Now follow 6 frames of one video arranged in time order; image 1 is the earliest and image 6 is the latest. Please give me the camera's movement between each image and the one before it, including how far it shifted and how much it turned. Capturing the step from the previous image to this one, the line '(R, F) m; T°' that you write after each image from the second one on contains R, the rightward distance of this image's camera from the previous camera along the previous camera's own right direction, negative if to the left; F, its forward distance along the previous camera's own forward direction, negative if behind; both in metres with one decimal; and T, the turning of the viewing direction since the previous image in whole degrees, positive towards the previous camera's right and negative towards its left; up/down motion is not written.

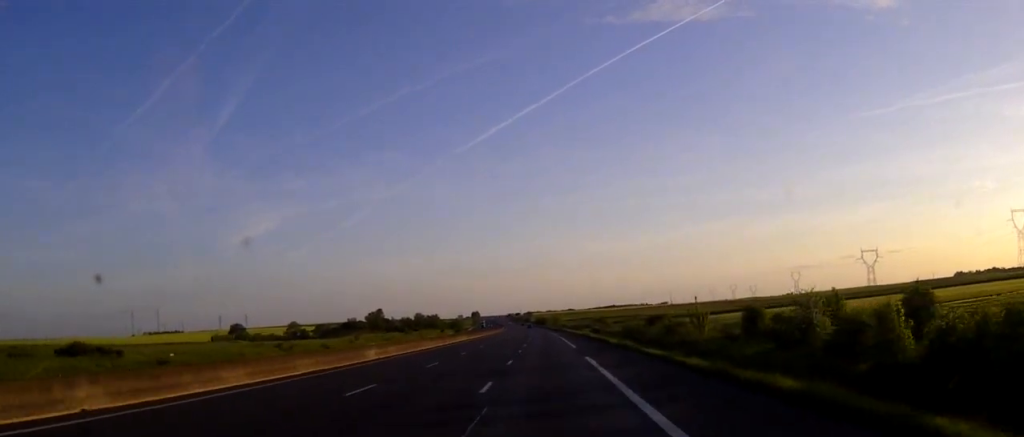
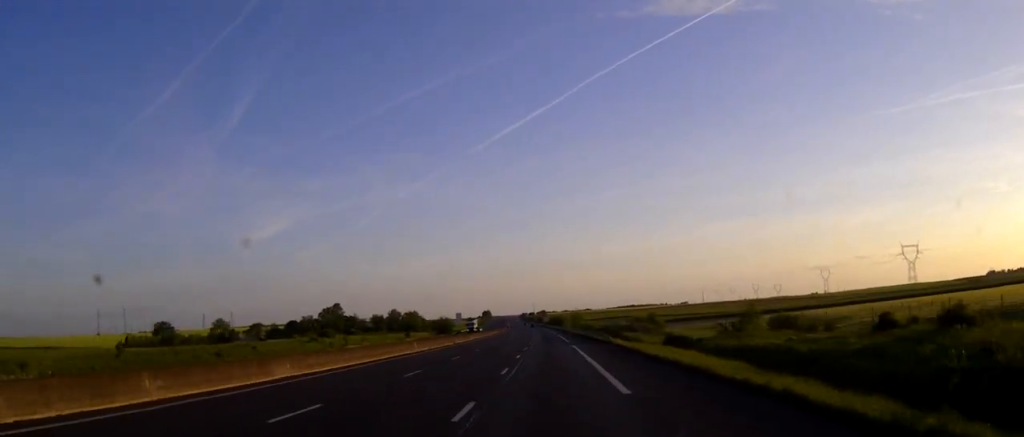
(-0.9, +83.9) m; -1°
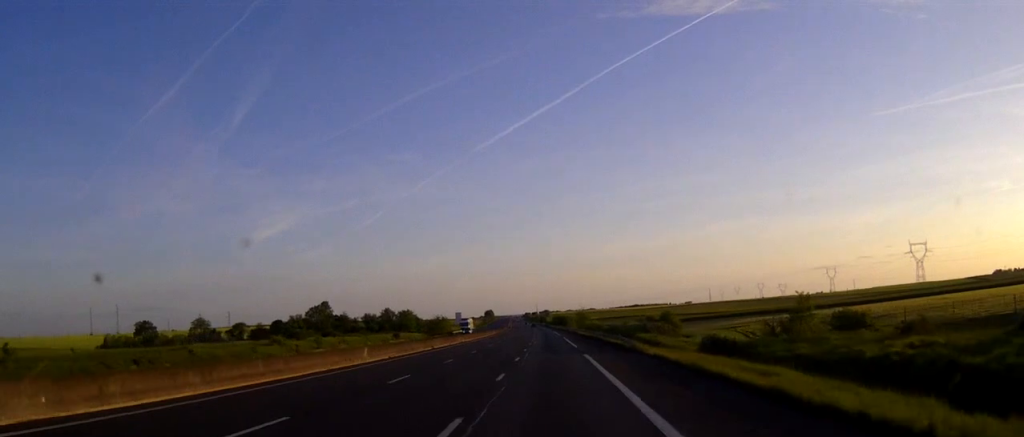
(0.0, +15.8) m; 0°
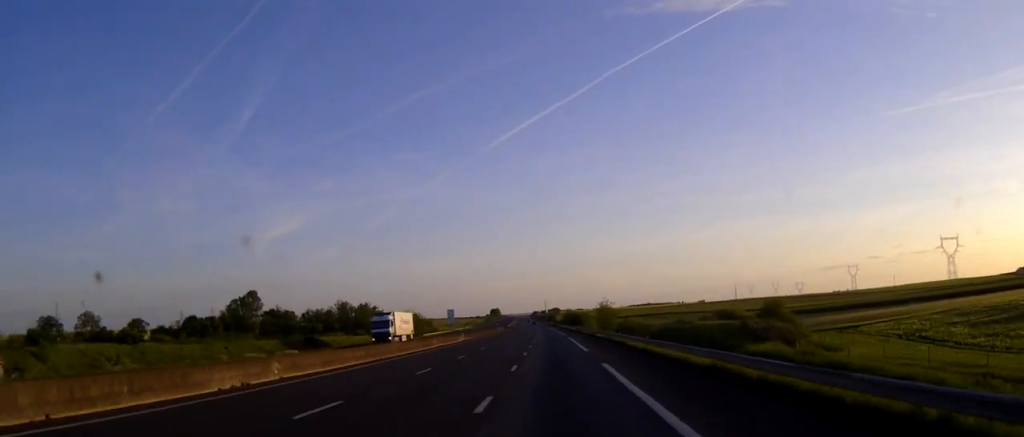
(-0.5, +62.0) m; -1°
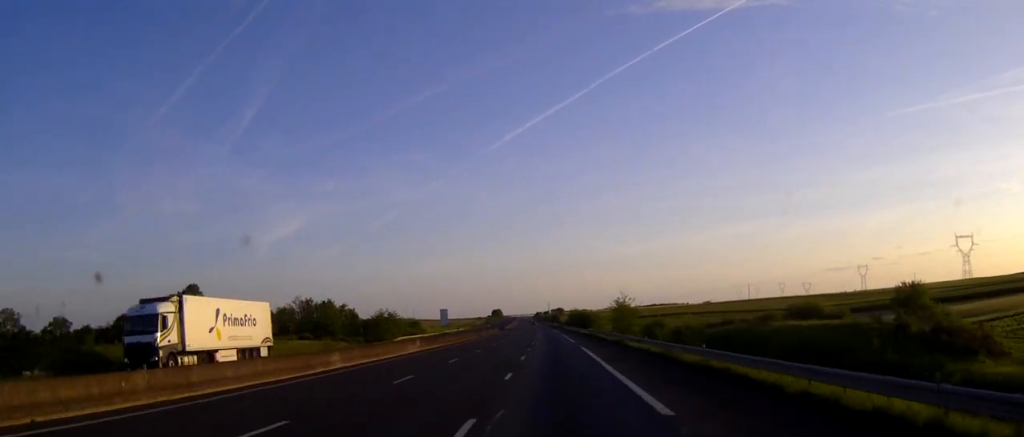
(0.0, +30.5) m; 0°
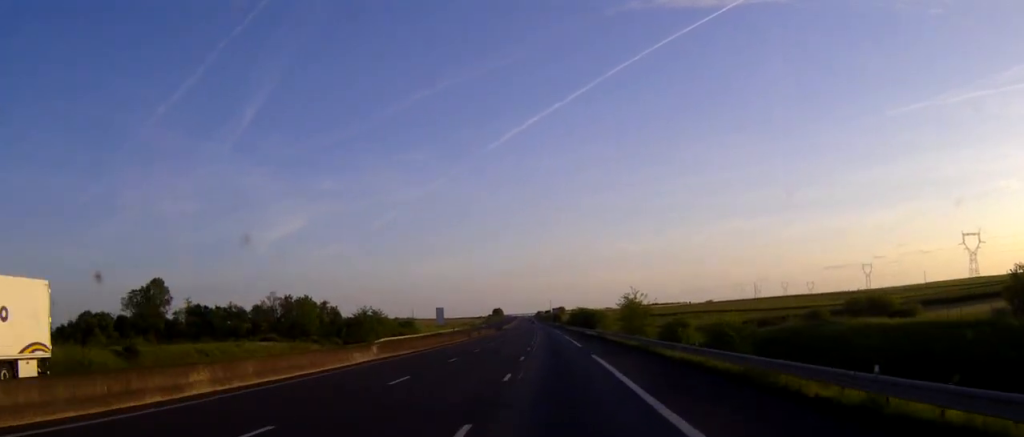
(0.0, +13.9) m; 0°
